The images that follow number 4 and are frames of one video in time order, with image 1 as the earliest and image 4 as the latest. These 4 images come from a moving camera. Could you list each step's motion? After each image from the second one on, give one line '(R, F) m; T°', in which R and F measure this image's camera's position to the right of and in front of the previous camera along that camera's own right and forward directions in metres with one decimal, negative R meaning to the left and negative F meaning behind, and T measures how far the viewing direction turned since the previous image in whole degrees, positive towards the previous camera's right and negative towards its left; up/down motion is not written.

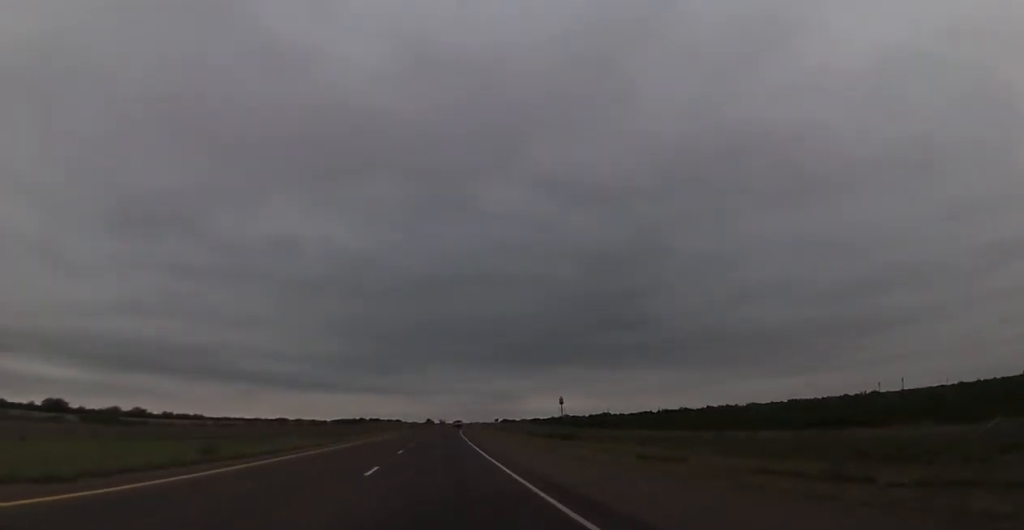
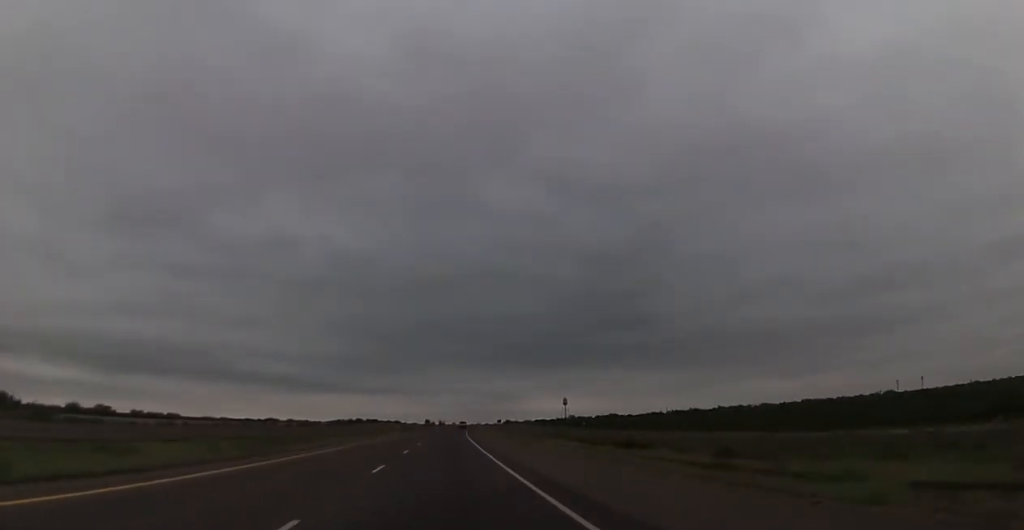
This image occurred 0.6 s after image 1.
(-0.2, +23.2) m; 0°
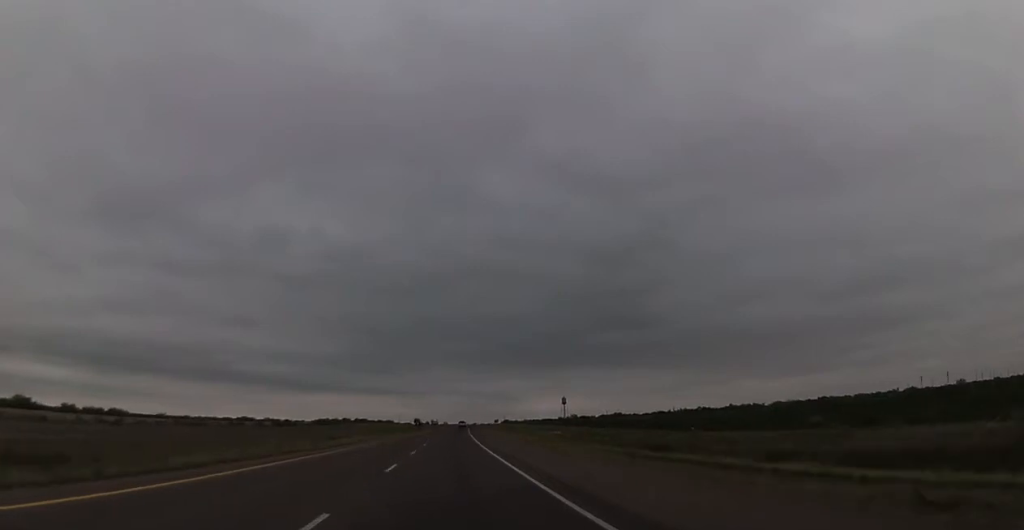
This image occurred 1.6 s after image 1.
(+0.4, +35.4) m; +1°
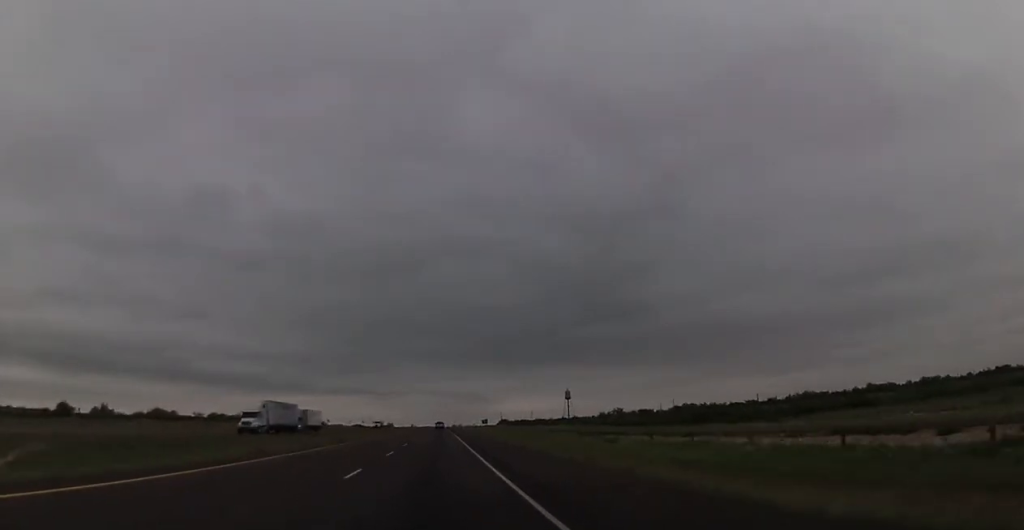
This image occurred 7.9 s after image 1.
(+4.9, +230.0) m; +2°
